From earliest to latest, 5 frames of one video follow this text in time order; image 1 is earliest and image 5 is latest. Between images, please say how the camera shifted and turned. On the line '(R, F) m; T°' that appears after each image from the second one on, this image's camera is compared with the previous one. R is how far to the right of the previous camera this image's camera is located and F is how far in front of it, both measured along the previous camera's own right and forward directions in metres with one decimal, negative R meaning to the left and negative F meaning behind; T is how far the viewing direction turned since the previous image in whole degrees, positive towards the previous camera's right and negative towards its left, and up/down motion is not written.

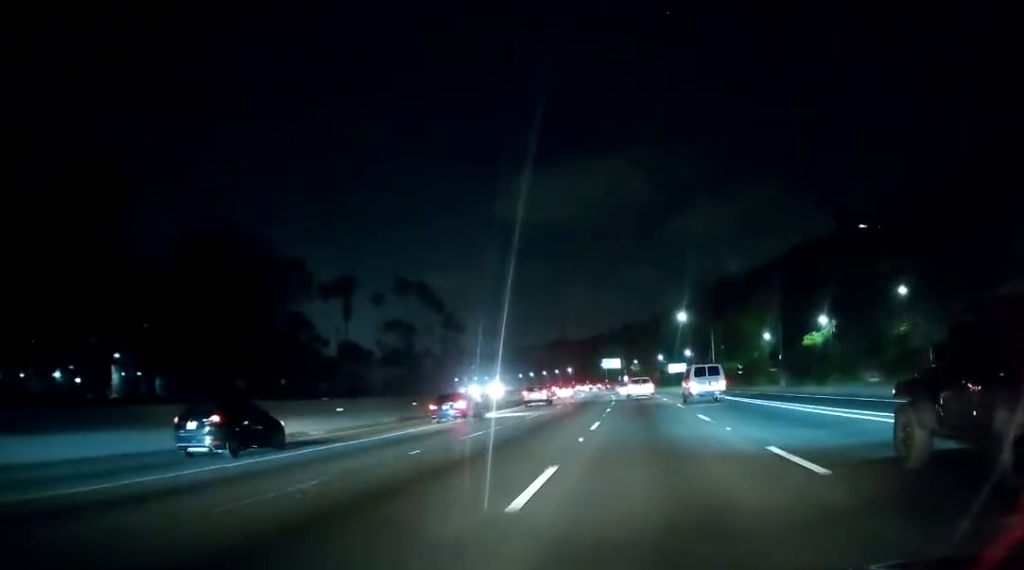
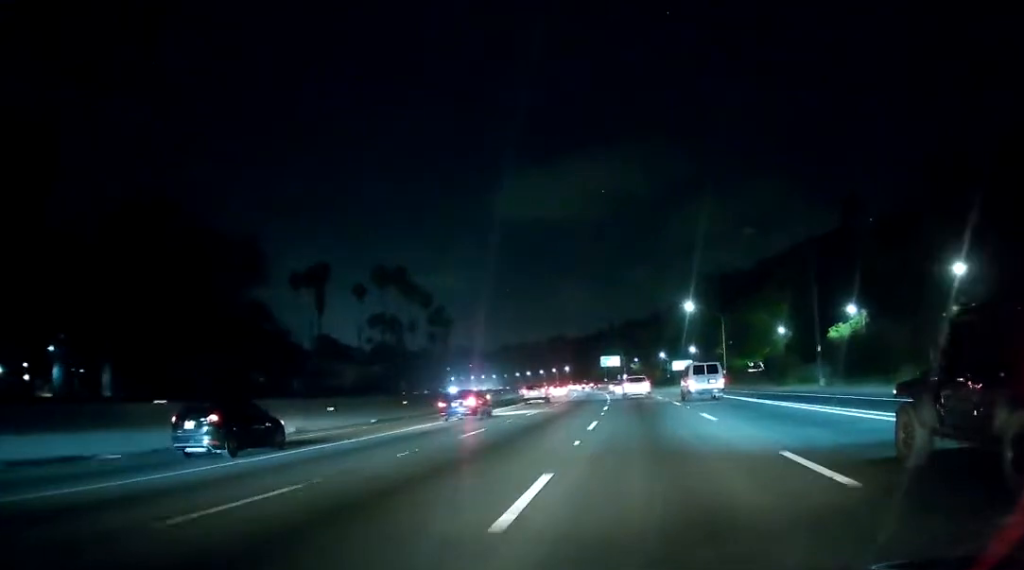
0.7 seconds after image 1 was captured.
(-0.1, +16.0) m; 0°
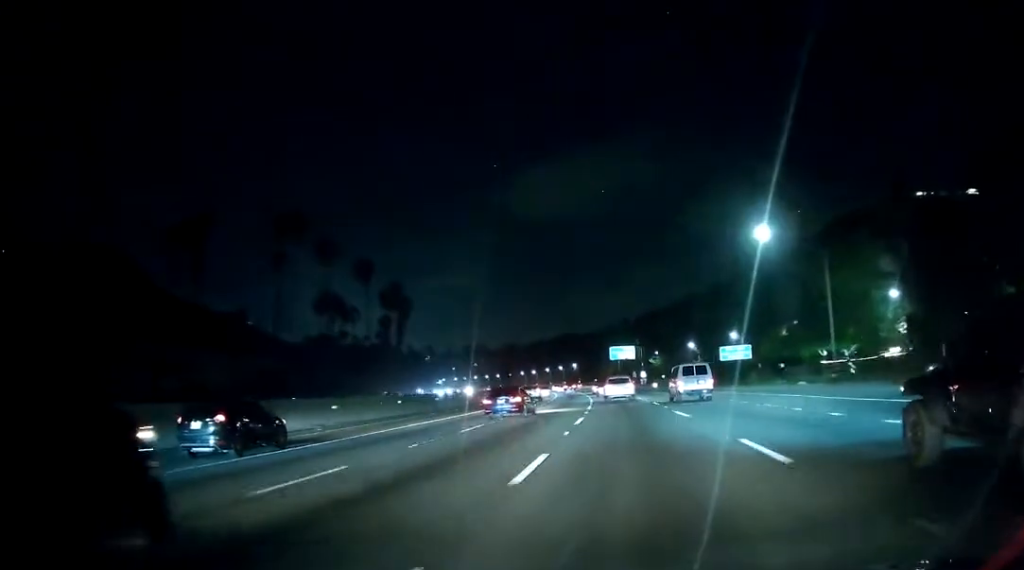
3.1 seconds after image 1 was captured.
(-0.1, +55.4) m; -2°
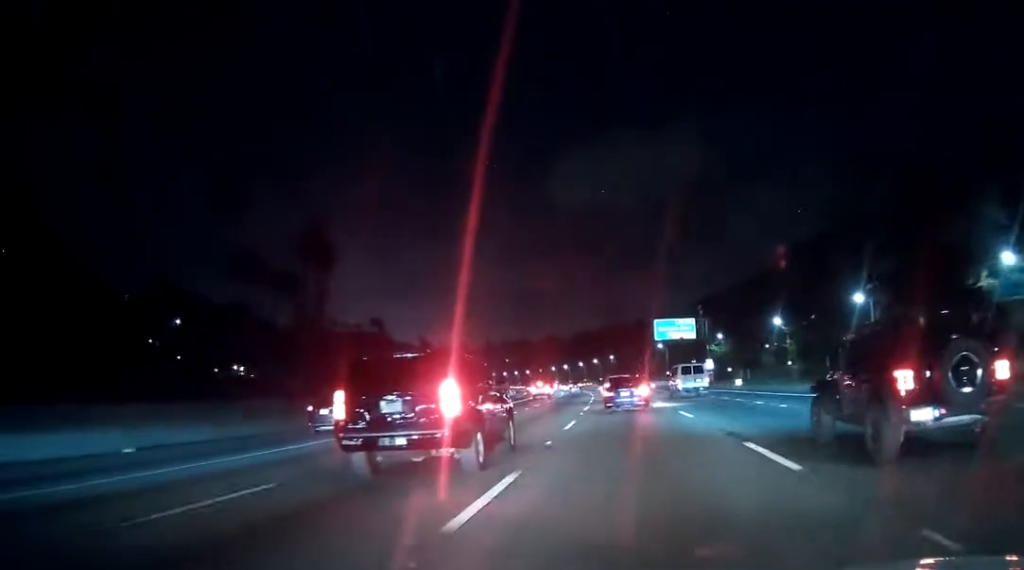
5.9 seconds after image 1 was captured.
(-1.5, +60.8) m; -3°
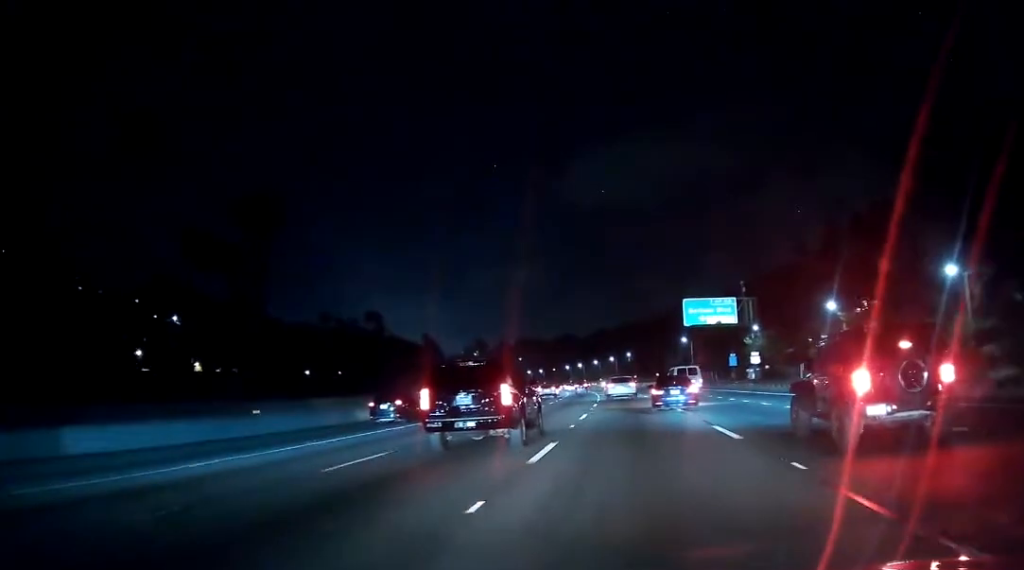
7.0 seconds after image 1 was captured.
(-0.5, +23.8) m; -2°
